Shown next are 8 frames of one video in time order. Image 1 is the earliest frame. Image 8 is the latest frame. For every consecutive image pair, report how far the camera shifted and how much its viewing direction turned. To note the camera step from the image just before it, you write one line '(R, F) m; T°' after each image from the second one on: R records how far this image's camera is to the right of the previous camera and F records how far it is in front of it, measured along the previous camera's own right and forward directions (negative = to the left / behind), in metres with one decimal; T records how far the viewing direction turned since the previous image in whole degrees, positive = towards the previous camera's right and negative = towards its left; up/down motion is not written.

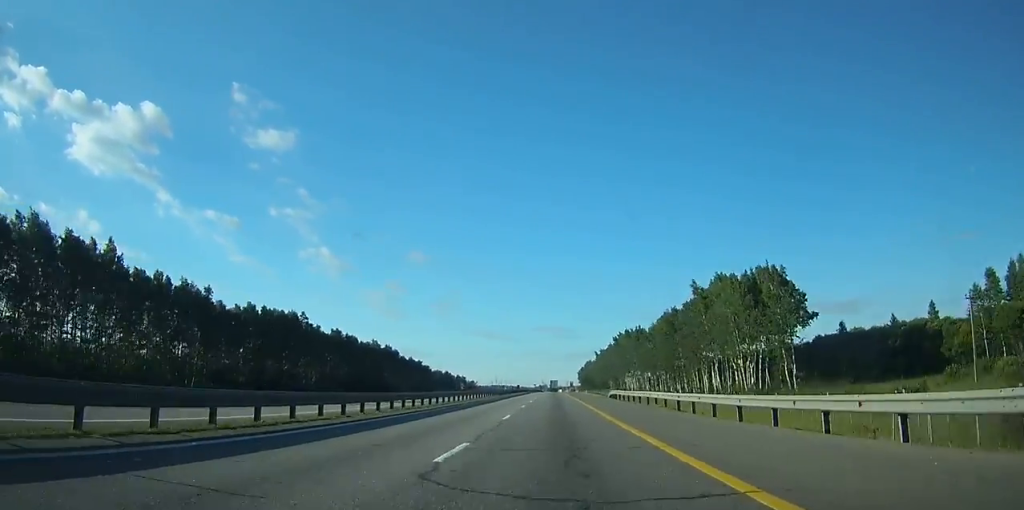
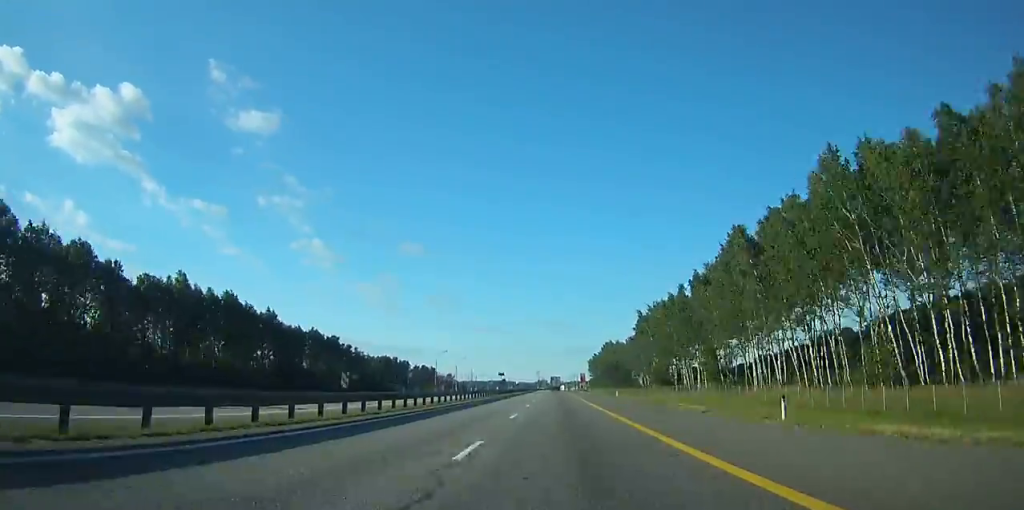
(+0.1, +136.6) m; 0°
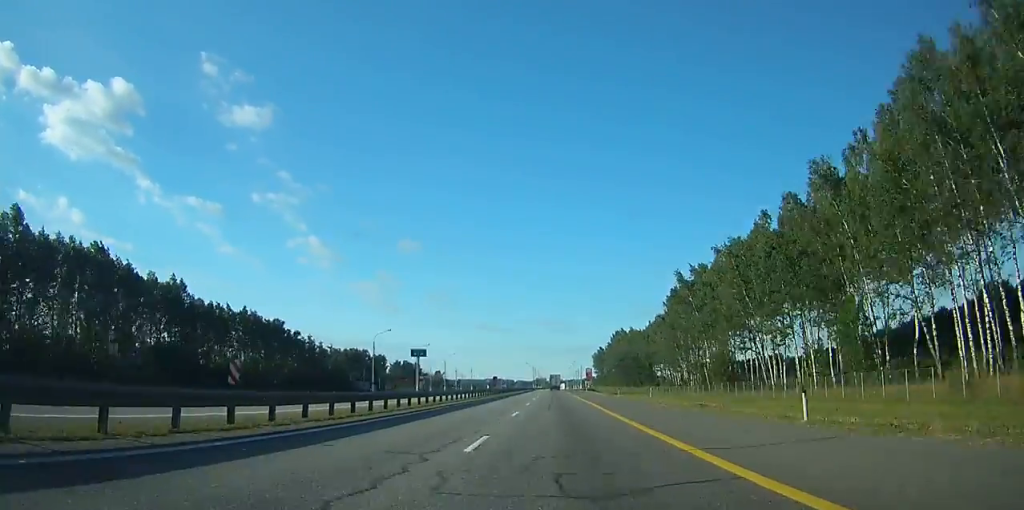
(0.0, +47.8) m; 0°
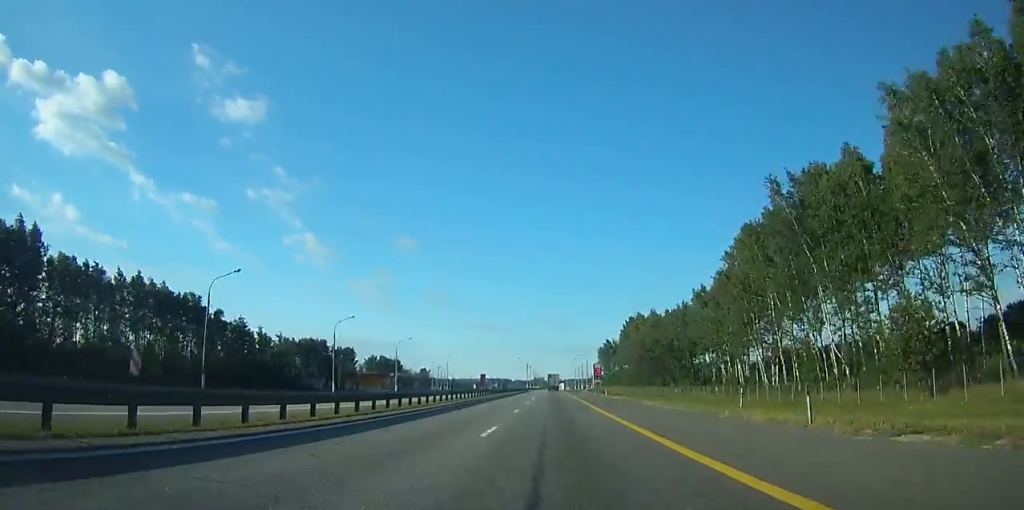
(+0.1, +45.5) m; 0°
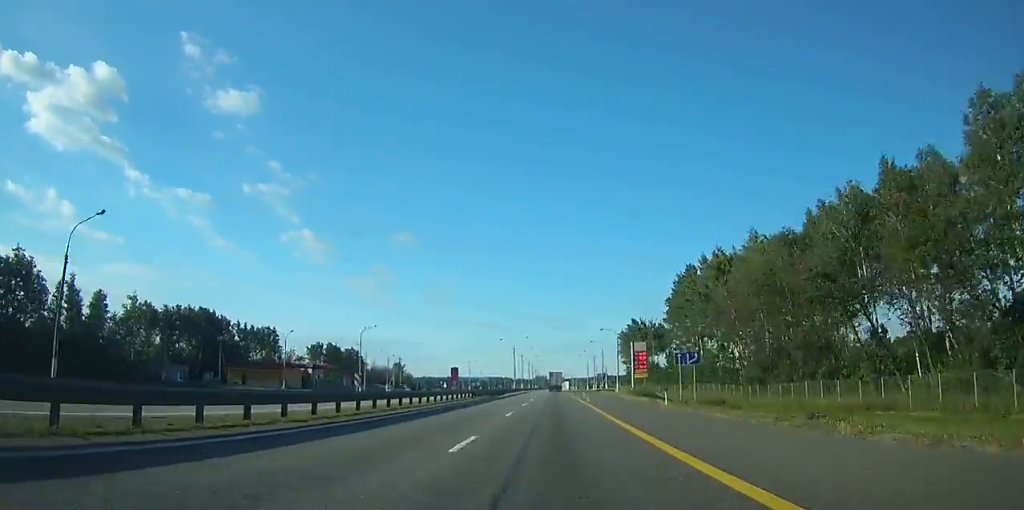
(+0.1, +79.0) m; 0°
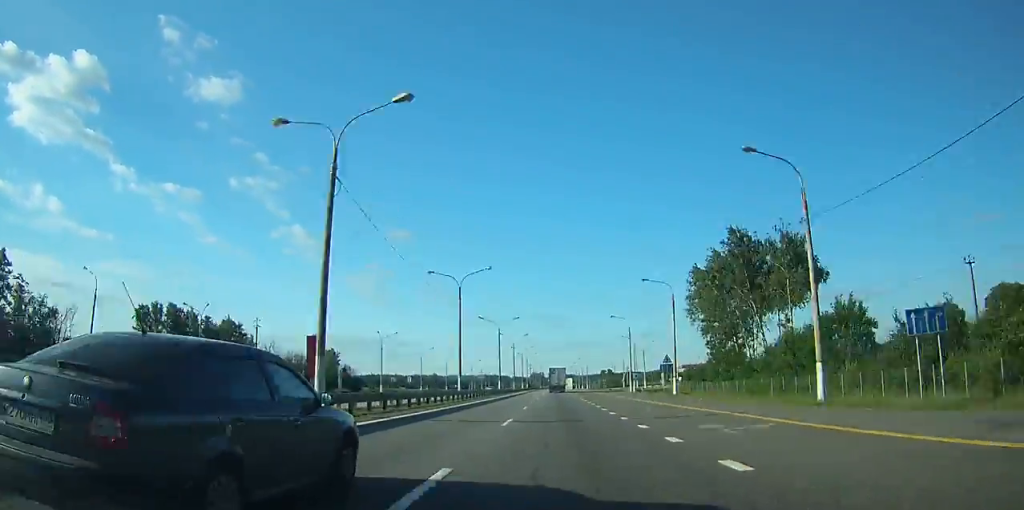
(-0.1, +105.4) m; 0°
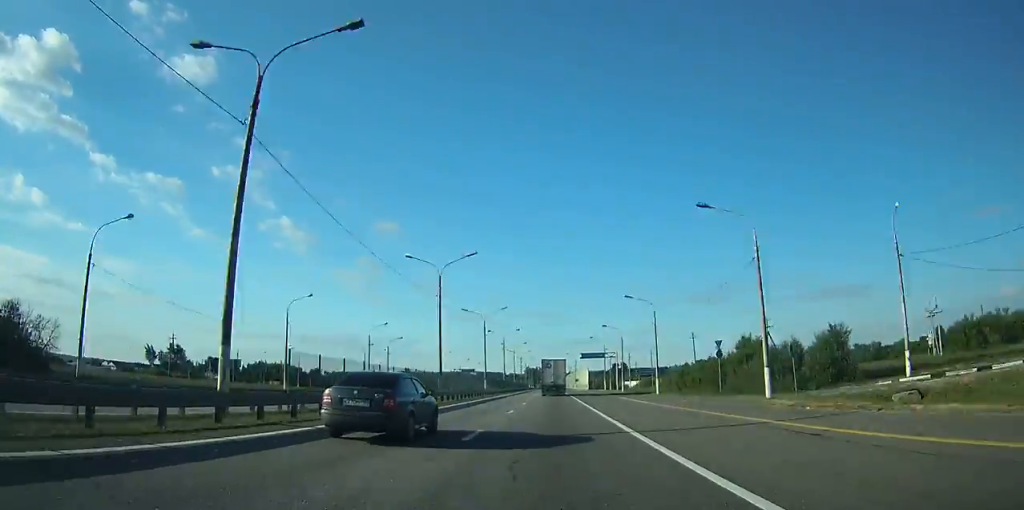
(+0.5, +166.6) m; 0°
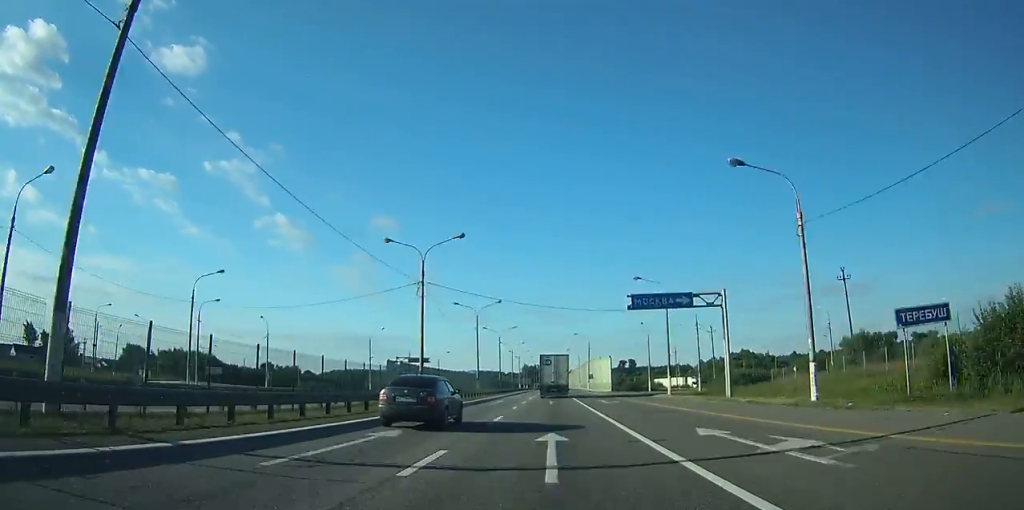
(-0.1, +62.4) m; 0°
